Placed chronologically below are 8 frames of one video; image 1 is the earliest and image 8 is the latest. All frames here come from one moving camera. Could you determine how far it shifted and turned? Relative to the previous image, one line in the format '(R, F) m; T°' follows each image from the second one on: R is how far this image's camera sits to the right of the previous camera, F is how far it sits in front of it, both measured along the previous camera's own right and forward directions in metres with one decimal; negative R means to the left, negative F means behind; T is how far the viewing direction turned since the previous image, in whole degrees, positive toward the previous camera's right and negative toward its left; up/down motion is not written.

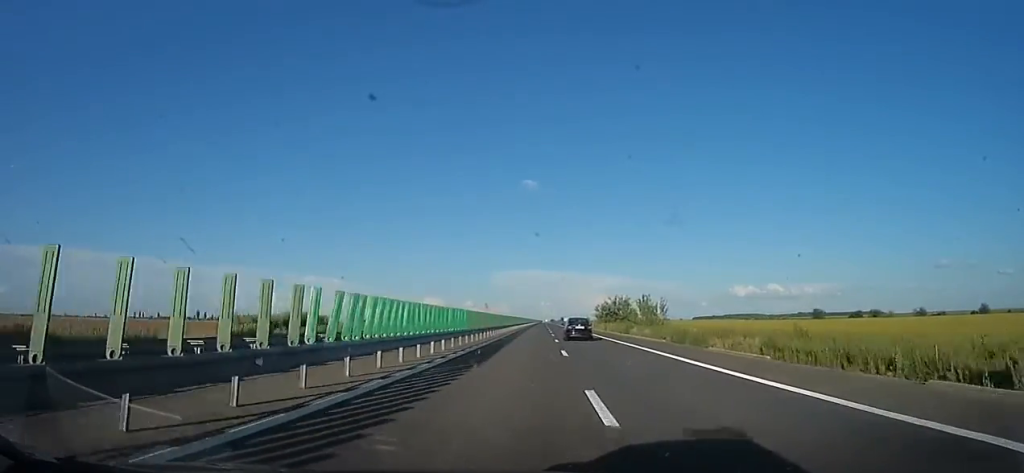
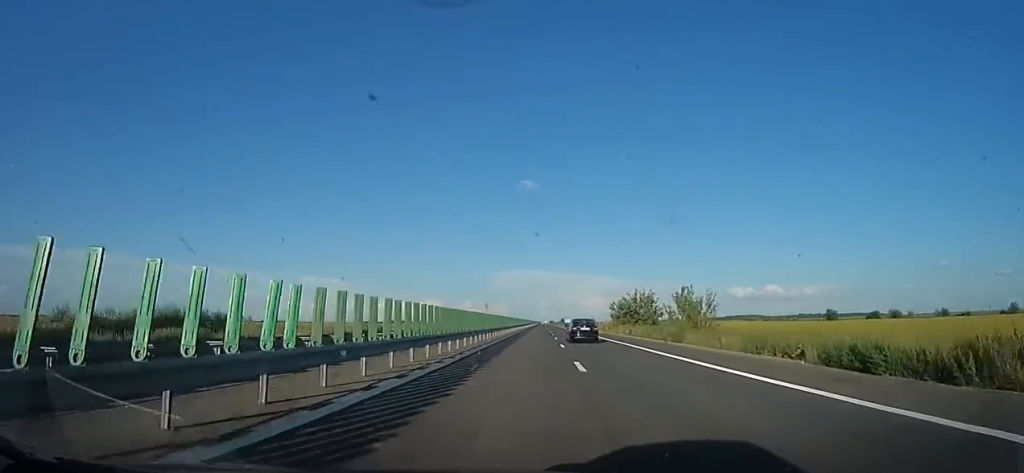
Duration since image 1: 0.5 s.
(0.0, +17.5) m; 0°
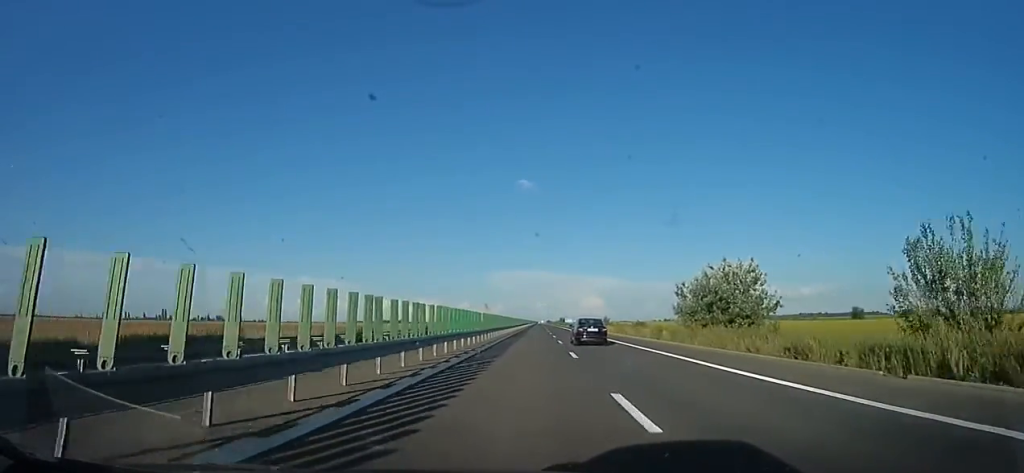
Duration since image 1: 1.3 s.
(0.0, +31.5) m; +1°
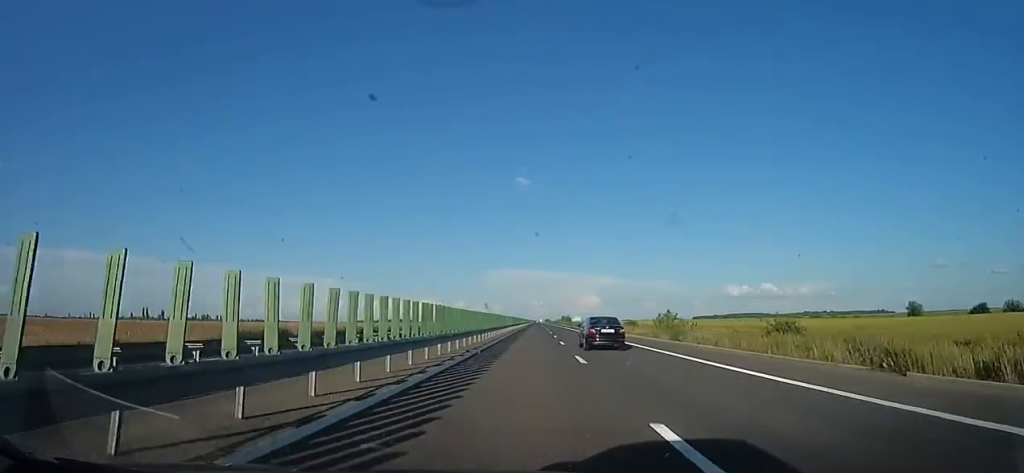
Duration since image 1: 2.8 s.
(+1.8, +51.1) m; +1°
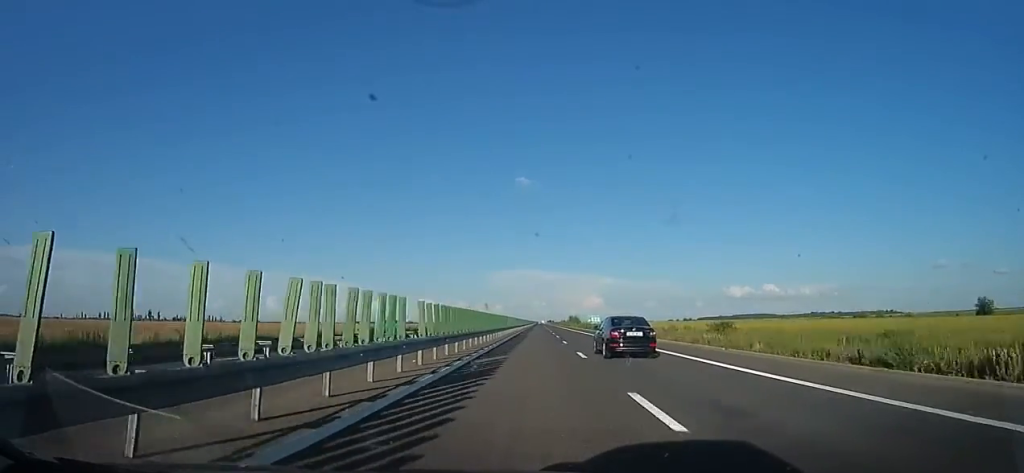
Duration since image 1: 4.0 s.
(-1.1, +45.7) m; 0°
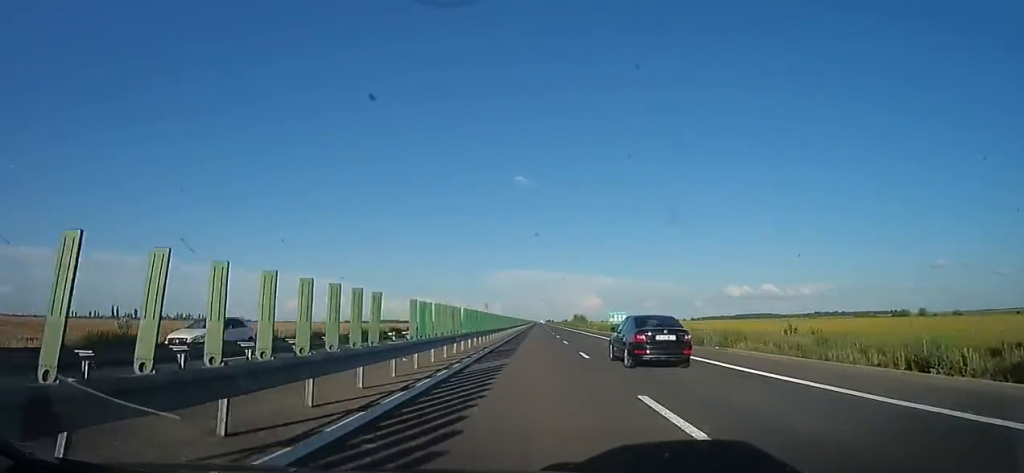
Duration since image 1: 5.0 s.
(+0.8, +36.8) m; -1°
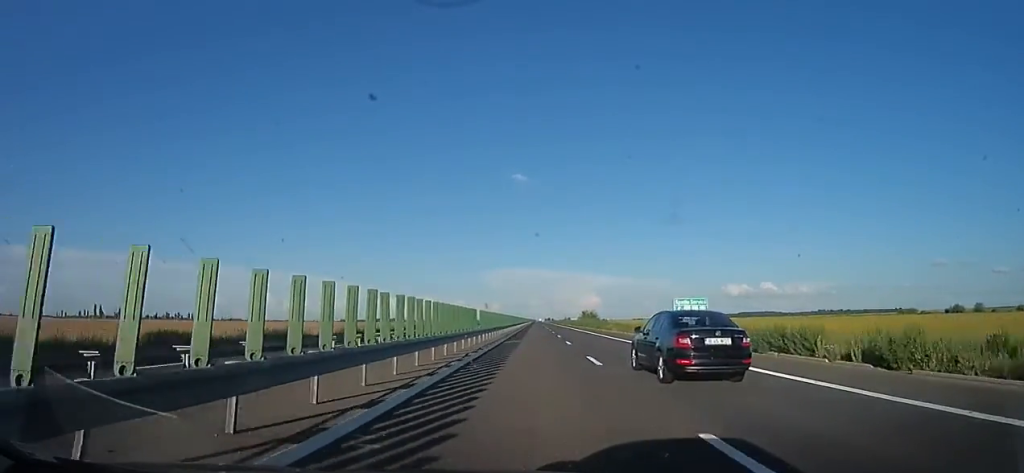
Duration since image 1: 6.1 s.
(-1.2, +39.6) m; -1°
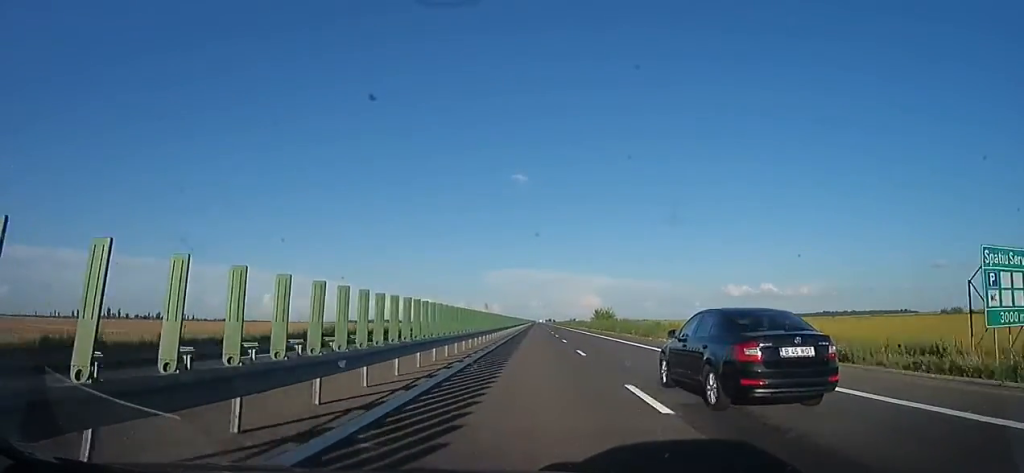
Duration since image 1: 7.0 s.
(+0.2, +31.9) m; +2°
